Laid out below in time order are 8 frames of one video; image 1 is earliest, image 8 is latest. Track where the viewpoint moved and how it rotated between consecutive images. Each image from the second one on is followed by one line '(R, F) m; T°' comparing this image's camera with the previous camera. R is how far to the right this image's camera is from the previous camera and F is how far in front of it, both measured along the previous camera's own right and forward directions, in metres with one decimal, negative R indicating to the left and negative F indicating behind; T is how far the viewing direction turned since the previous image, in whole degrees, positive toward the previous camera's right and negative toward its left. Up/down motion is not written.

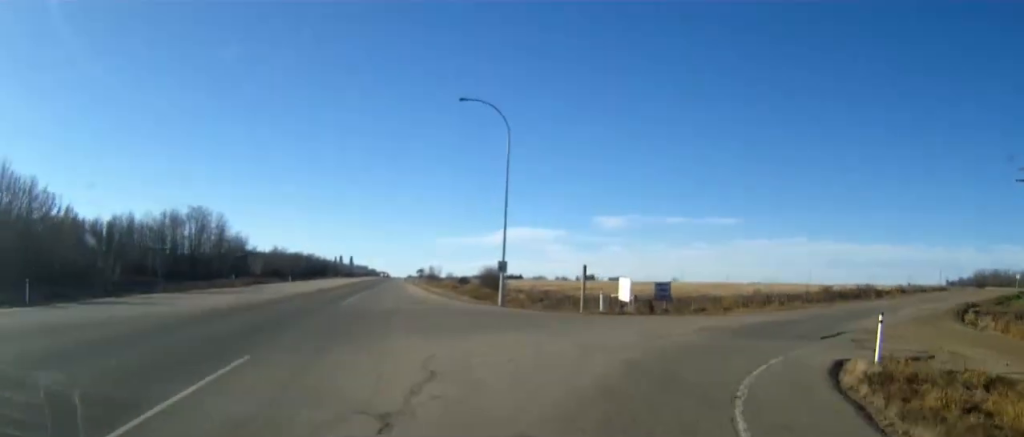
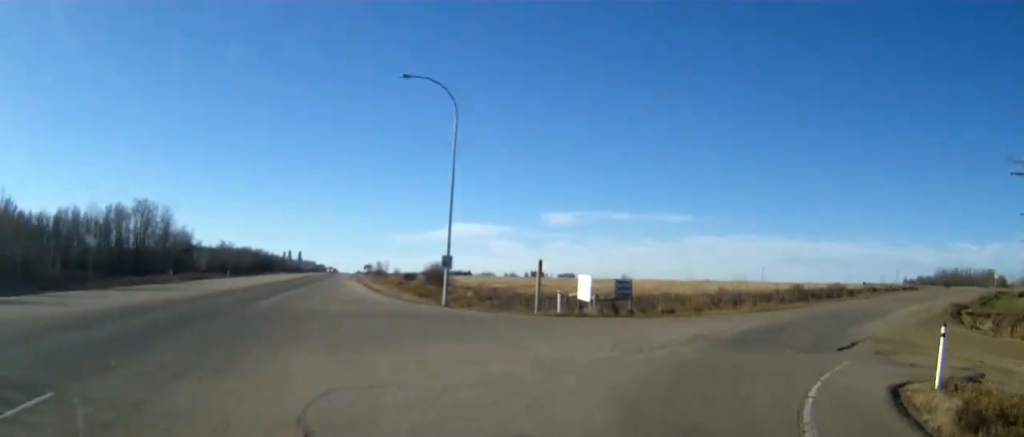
(0.0, +5.1) m; +3°
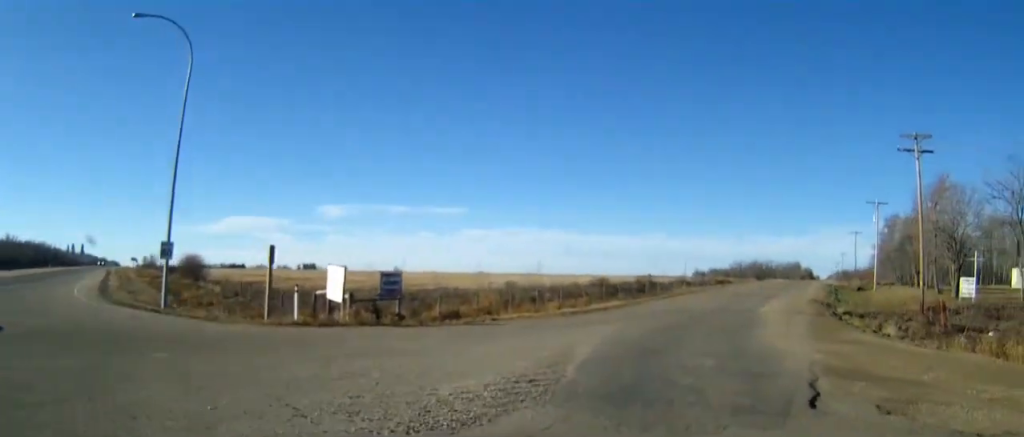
(+1.0, +11.4) m; +15°
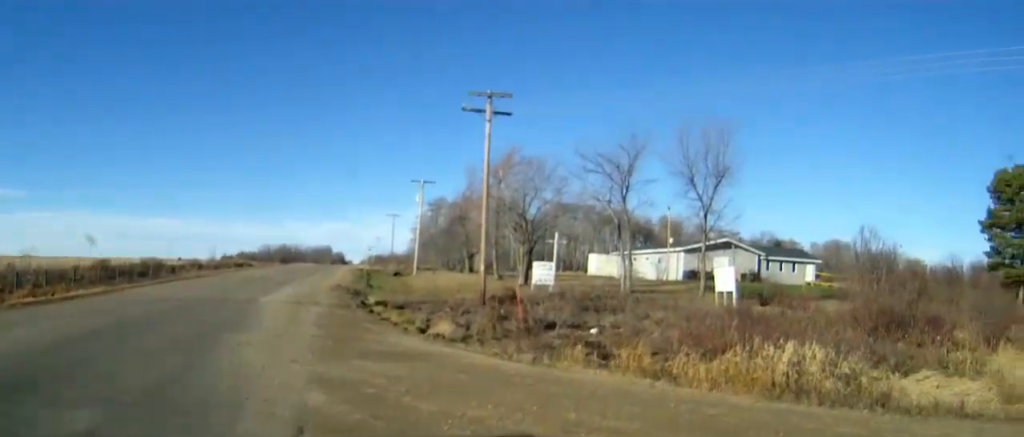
(+2.5, +8.6) m; +40°
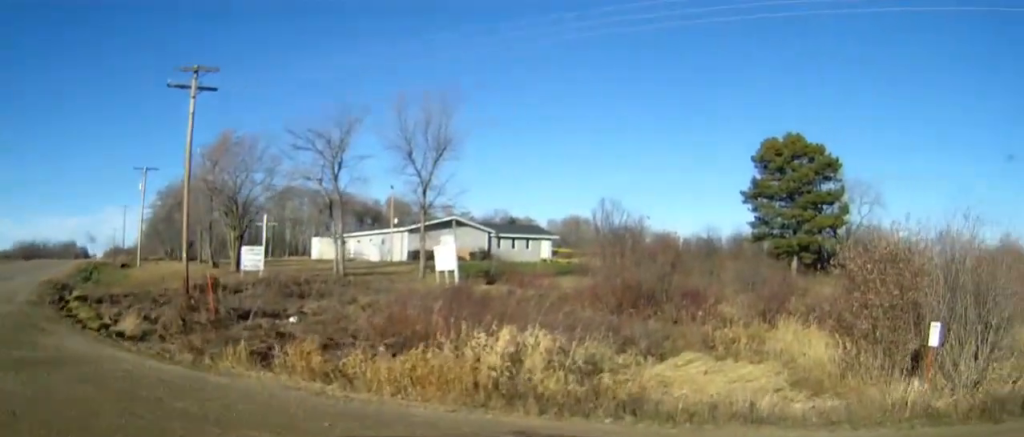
(+0.6, +3.1) m; +28°
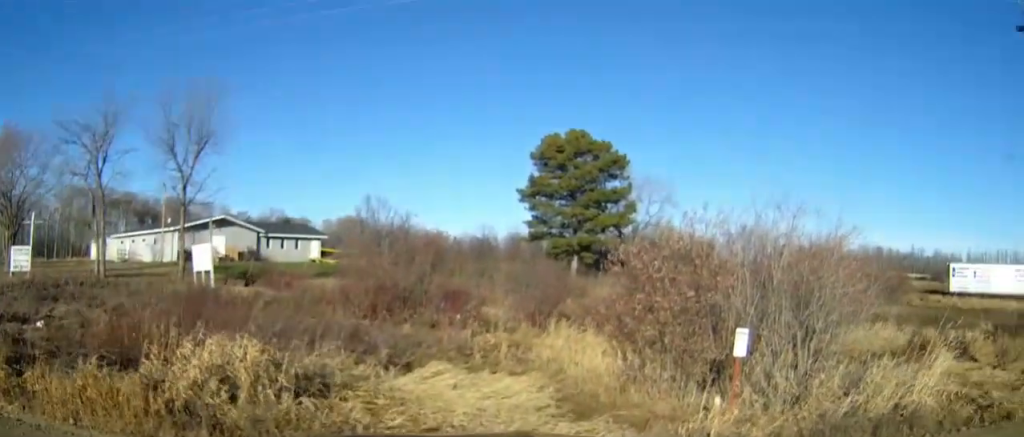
(+0.7, +2.1) m; +28°
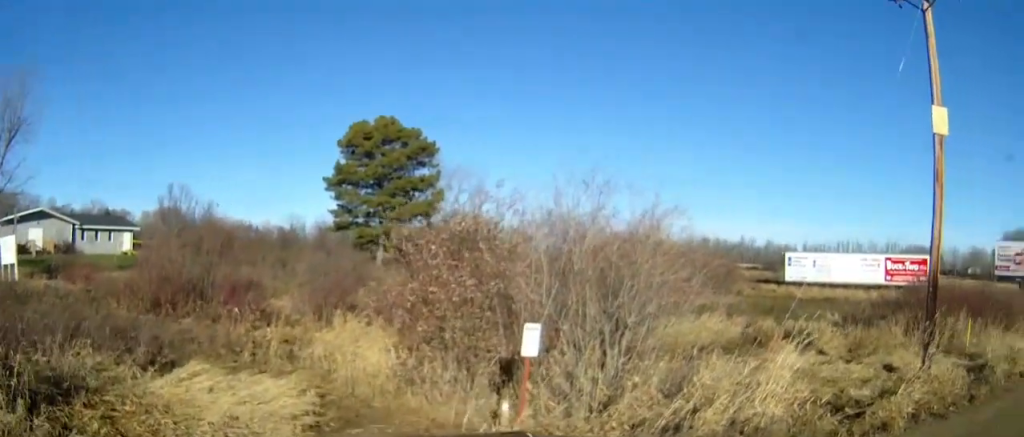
(+0.4, +1.7) m; +18°
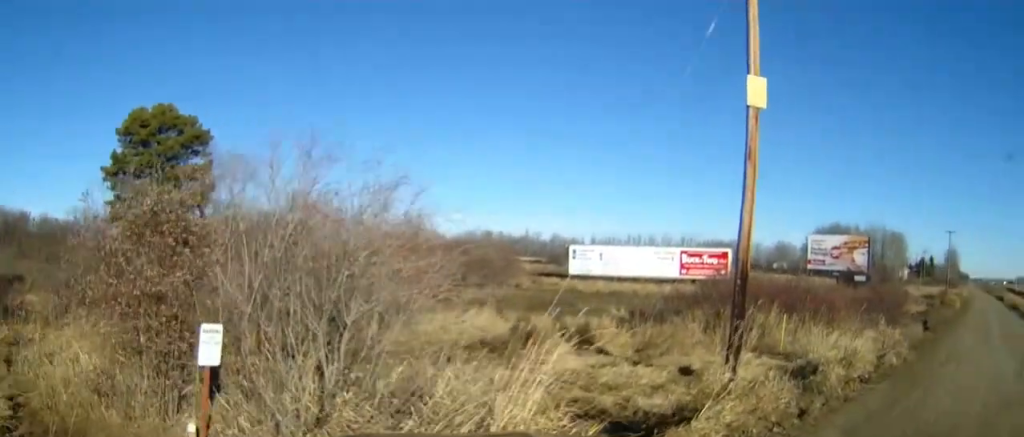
(+0.4, +2.0) m; +16°
